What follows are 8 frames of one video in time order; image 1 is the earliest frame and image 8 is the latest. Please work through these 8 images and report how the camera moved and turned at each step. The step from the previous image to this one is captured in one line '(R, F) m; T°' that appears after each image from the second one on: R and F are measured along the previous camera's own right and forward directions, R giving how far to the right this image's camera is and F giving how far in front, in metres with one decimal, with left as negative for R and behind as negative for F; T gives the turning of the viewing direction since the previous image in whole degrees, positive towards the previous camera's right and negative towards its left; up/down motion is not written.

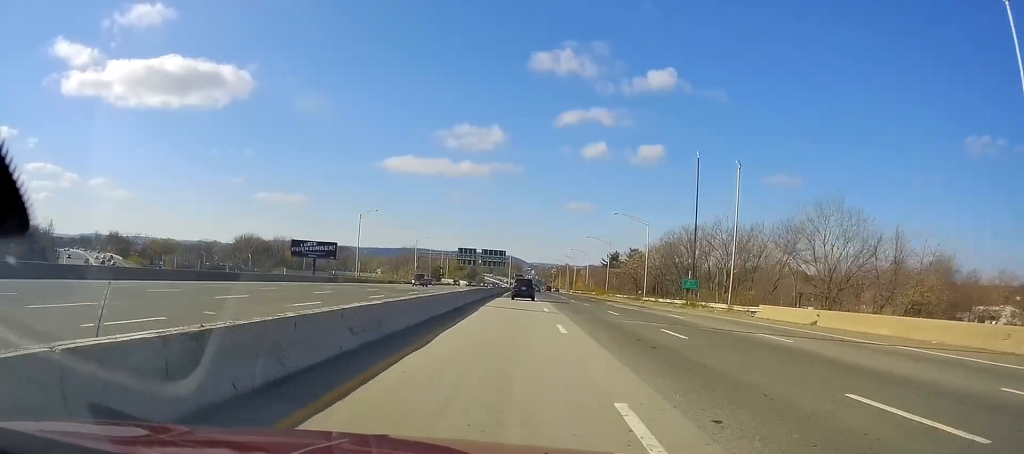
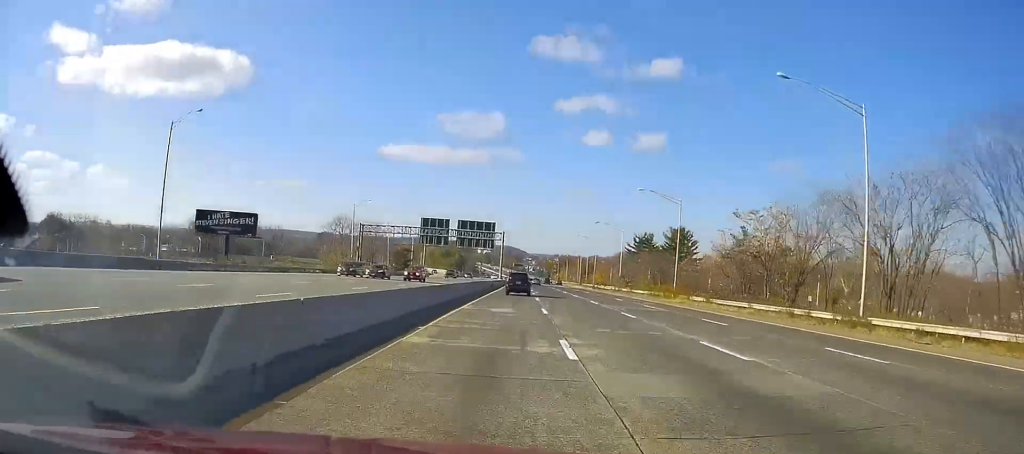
(+0.7, +58.2) m; +1°
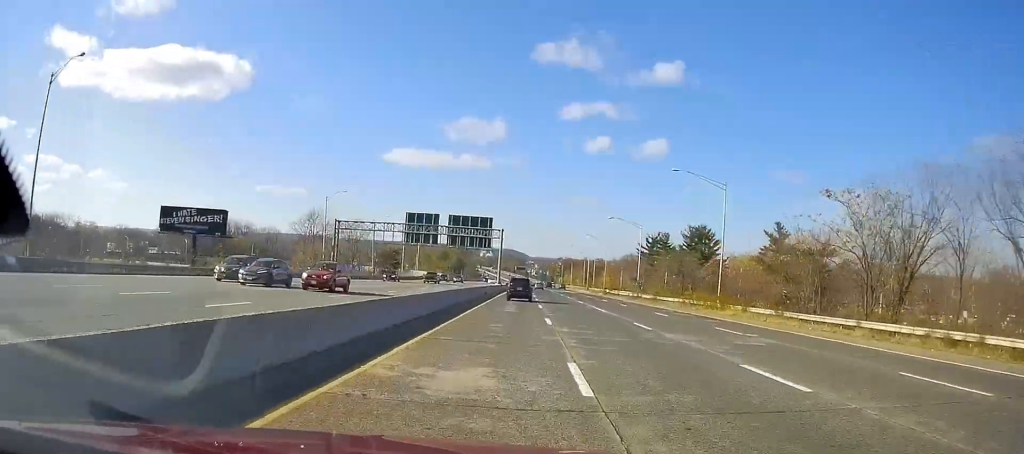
(-0.3, +15.5) m; 0°
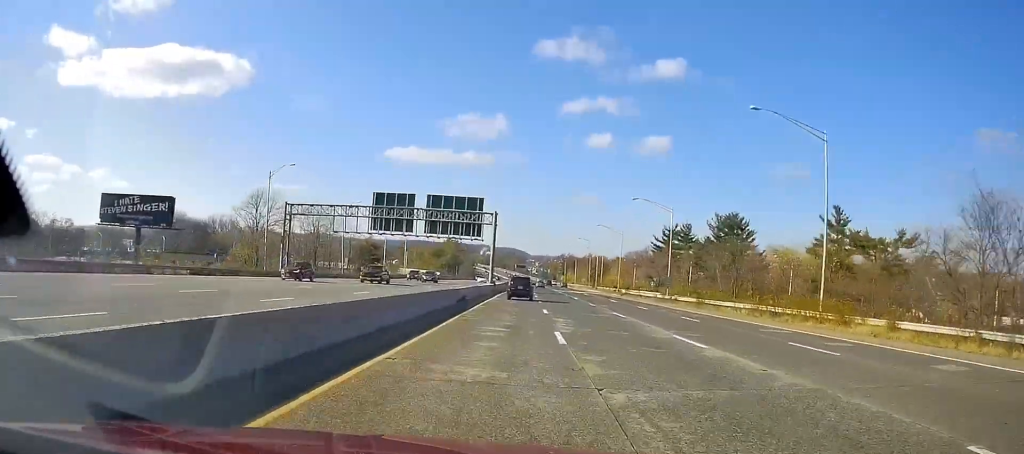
(-0.1, +19.9) m; 0°
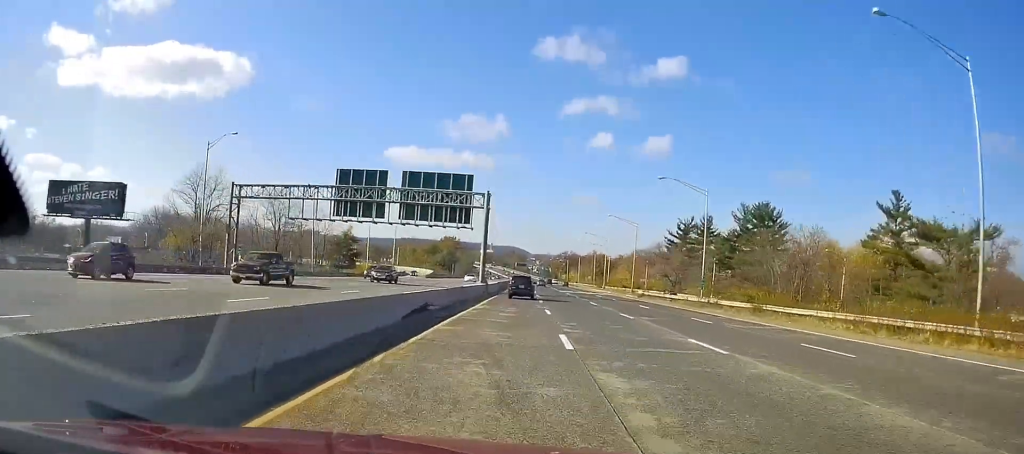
(+0.2, +14.4) m; 0°
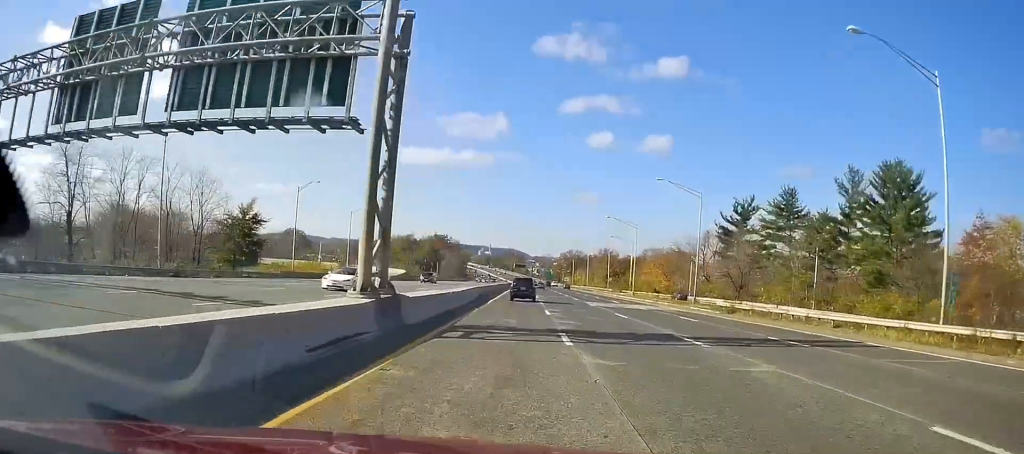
(-0.3, +38.0) m; -1°
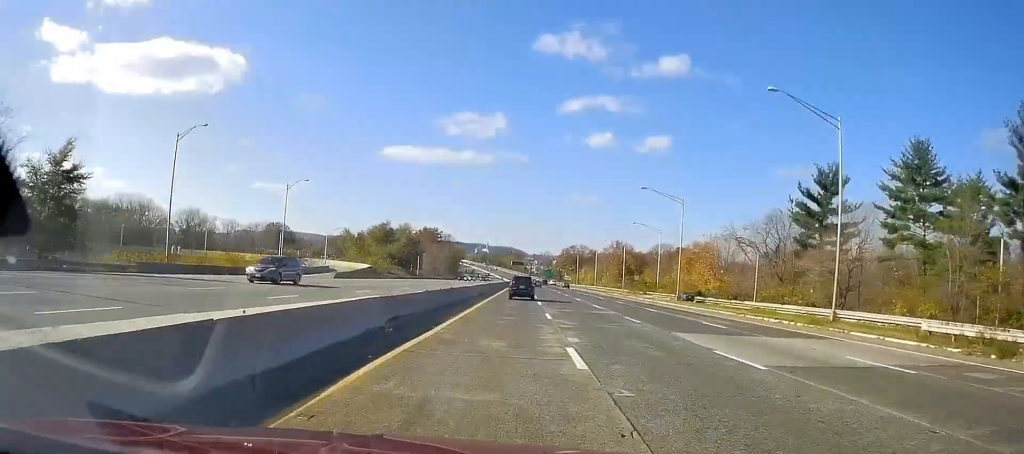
(-0.1, +30.4) m; 0°
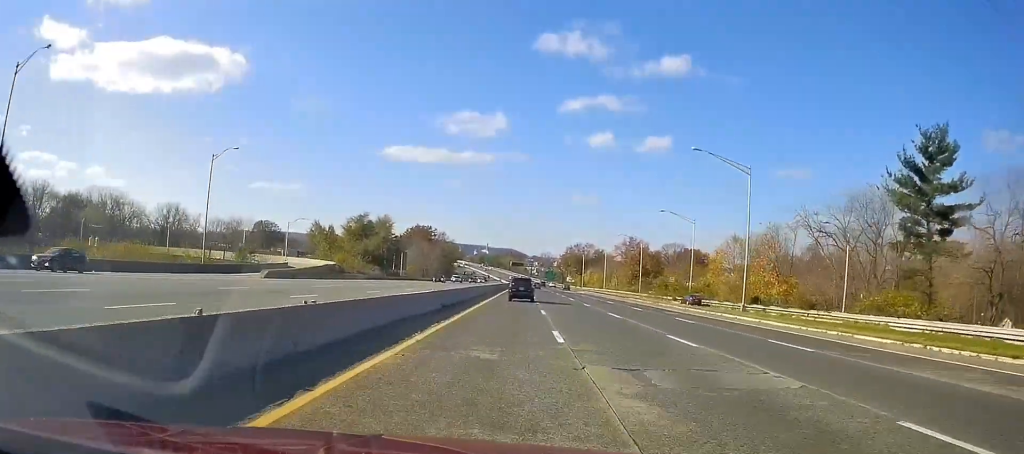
(+0.1, +21.5) m; 0°
